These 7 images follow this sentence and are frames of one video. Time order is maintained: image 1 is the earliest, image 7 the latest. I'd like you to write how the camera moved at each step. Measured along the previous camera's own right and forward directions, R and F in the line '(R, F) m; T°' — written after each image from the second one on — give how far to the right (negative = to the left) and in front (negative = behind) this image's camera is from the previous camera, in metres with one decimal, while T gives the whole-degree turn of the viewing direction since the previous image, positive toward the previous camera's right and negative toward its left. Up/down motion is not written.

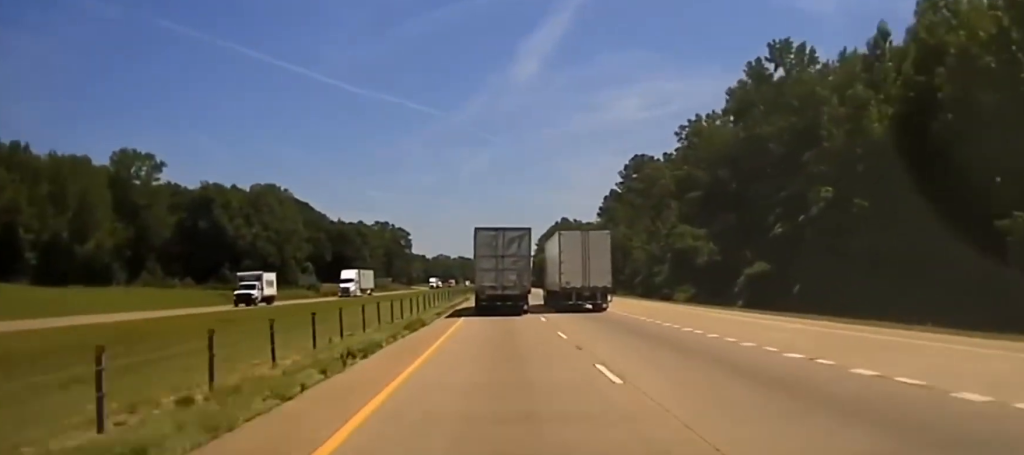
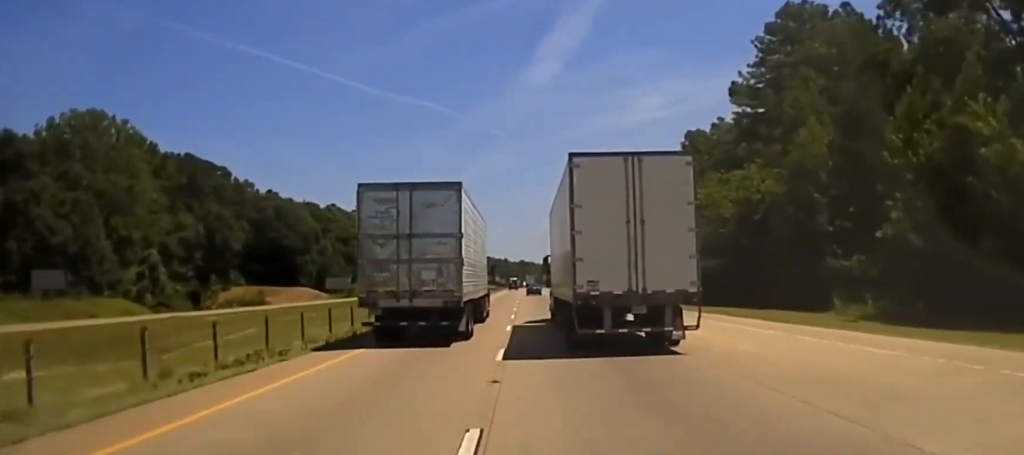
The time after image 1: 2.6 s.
(+0.4, +90.1) m; -1°
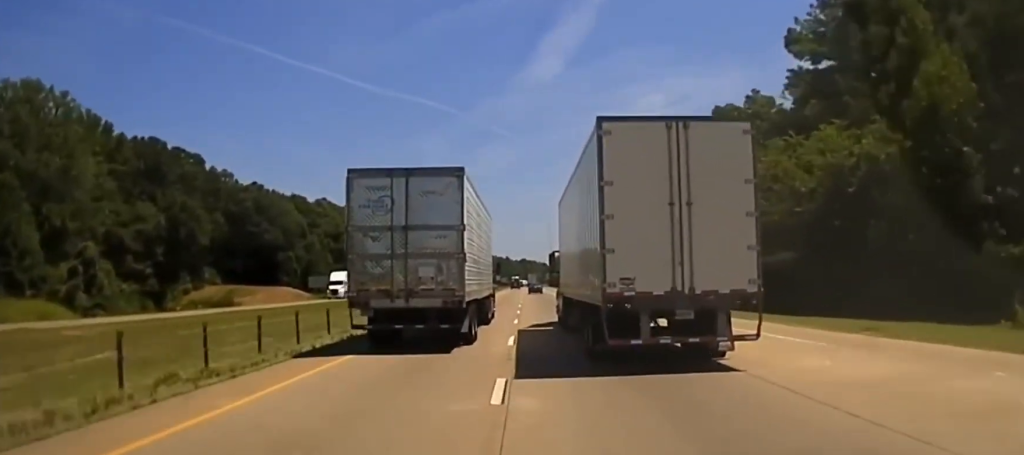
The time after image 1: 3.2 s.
(-0.2, +22.1) m; -1°
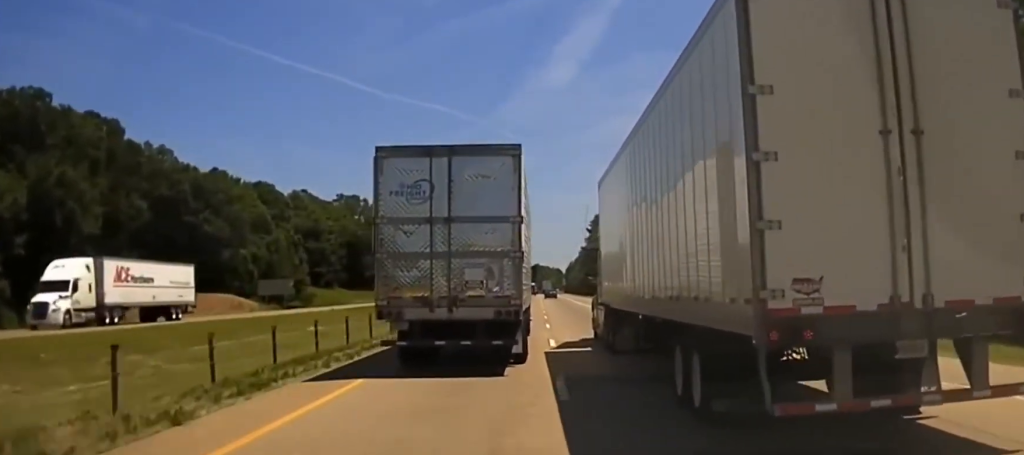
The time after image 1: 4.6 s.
(-0.7, +56.8) m; -1°
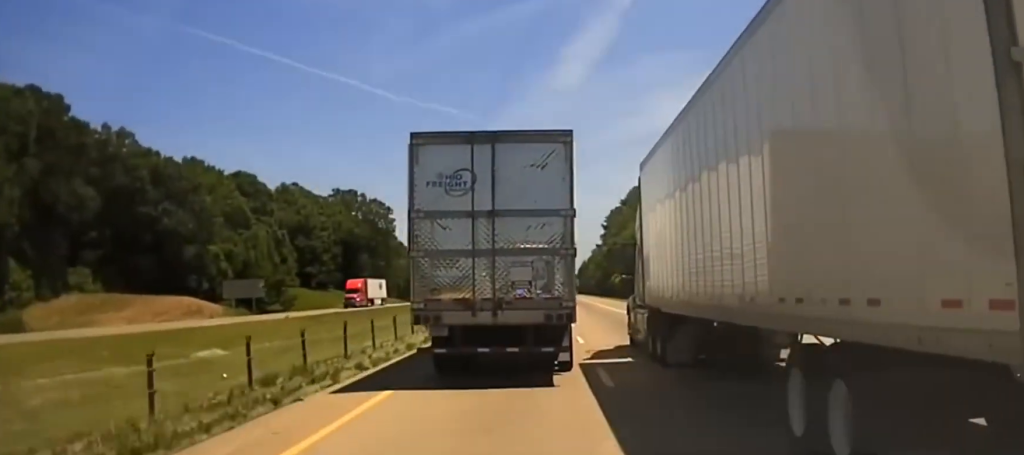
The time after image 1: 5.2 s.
(+0.1, +28.3) m; 0°
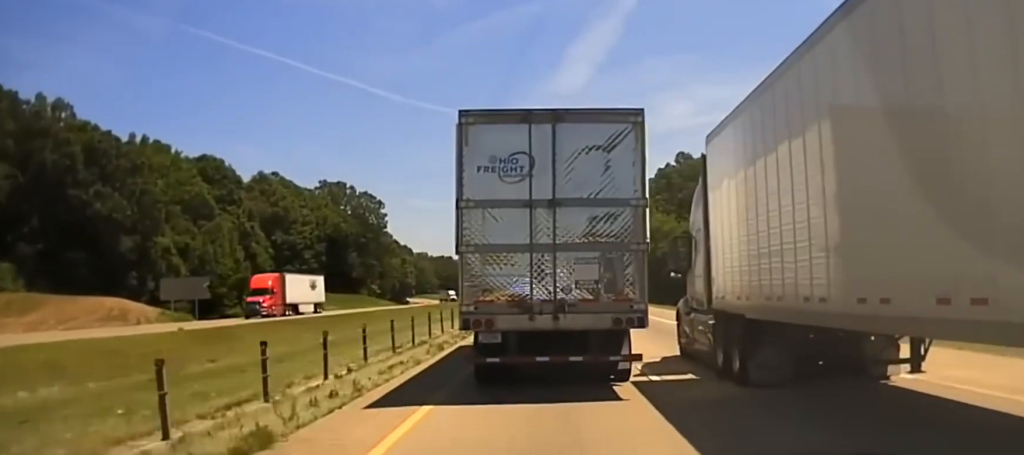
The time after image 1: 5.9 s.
(+0.1, +25.8) m; +1°
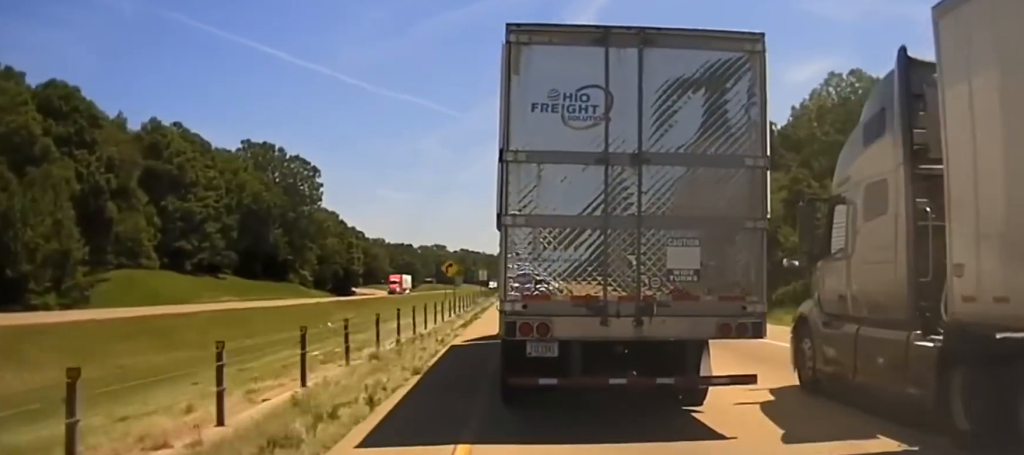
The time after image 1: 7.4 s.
(+0.5, +42.8) m; +1°
